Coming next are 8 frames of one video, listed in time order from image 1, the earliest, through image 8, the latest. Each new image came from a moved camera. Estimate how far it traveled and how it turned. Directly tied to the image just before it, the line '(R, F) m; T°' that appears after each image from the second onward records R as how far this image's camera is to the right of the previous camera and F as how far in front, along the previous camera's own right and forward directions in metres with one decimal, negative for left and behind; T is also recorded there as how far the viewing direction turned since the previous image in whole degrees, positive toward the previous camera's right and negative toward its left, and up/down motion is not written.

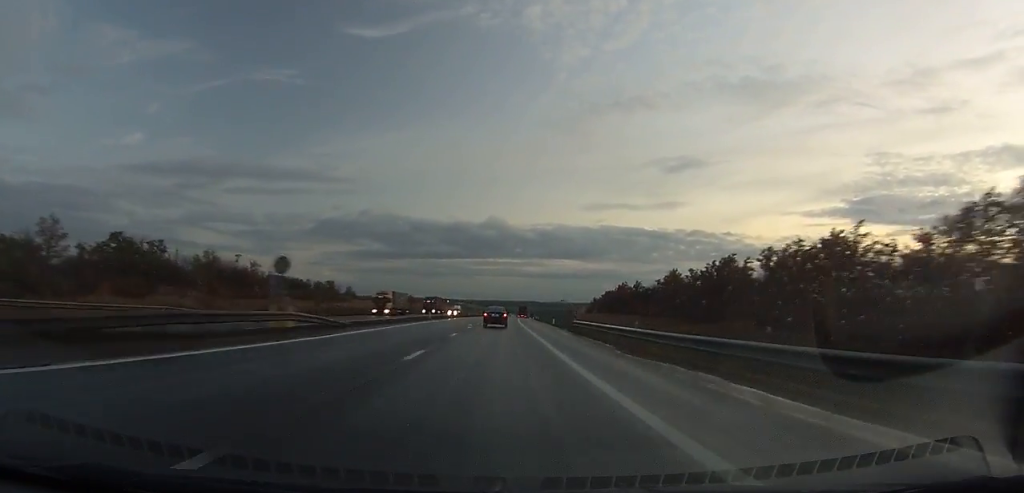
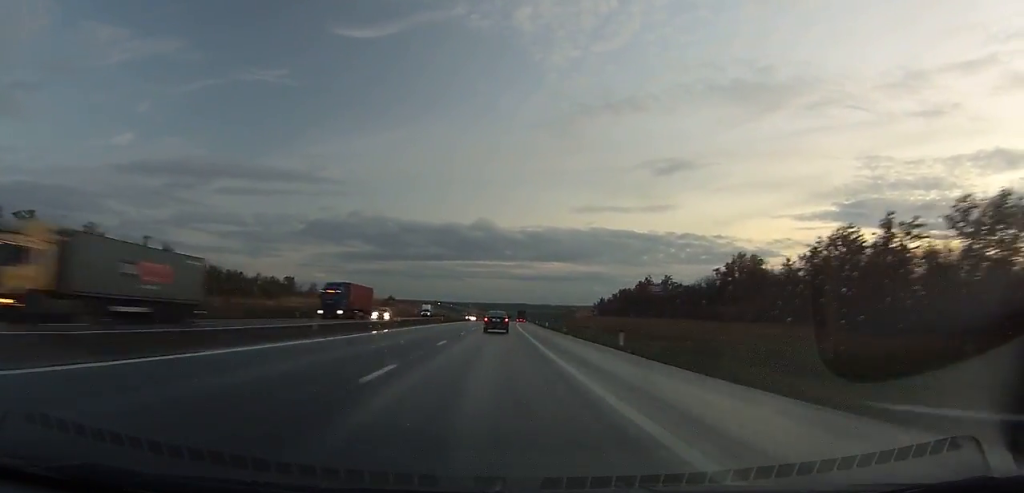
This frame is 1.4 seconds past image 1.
(+0.5, +39.8) m; +1°
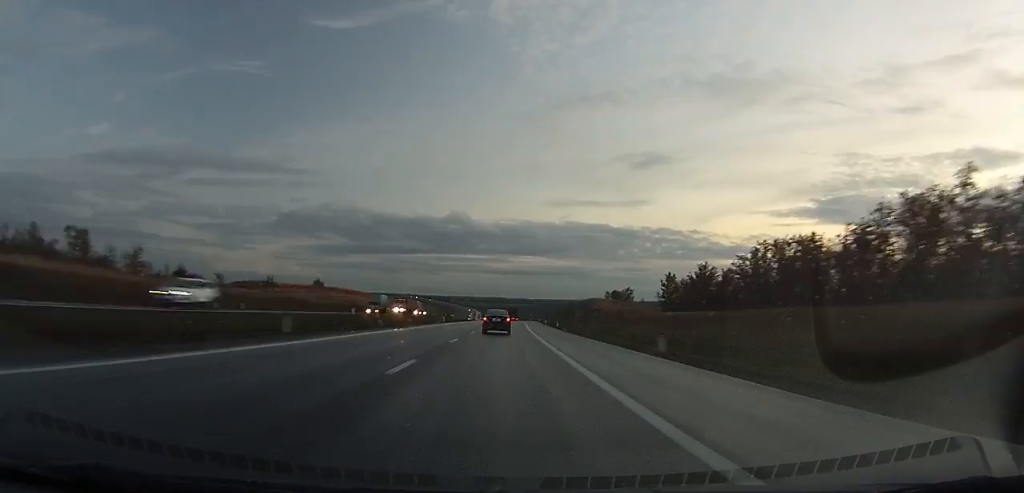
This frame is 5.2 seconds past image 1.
(+1.8, +105.6) m; +2°
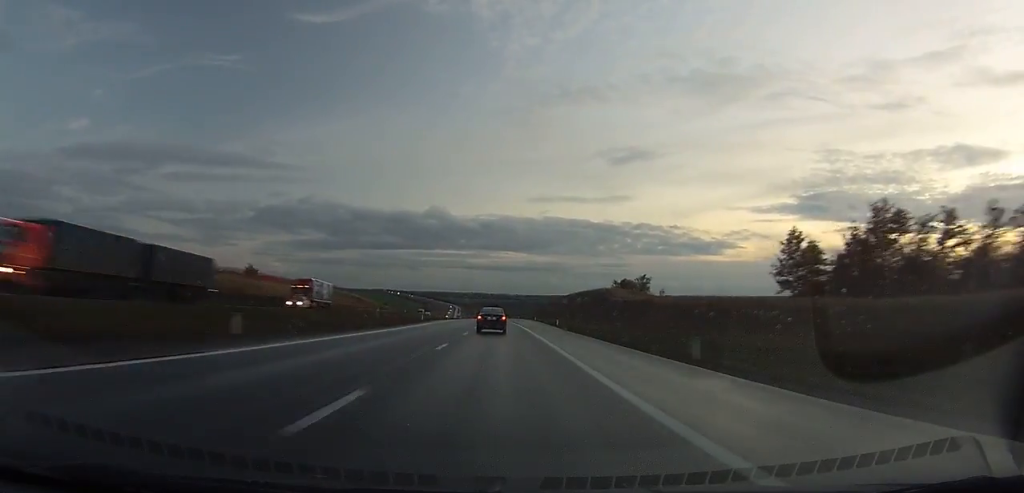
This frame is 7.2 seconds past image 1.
(+0.9, +56.9) m; +1°
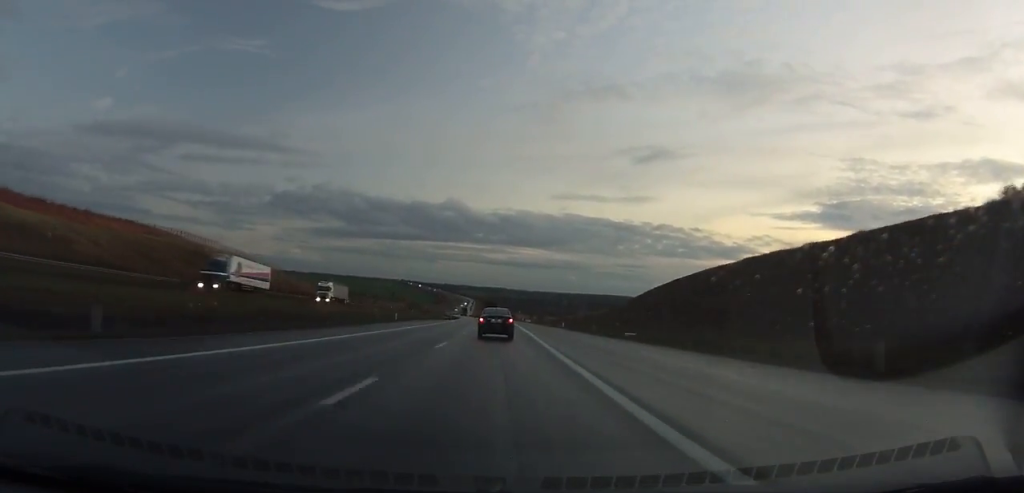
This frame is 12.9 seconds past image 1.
(+0.9, +165.3) m; 0°
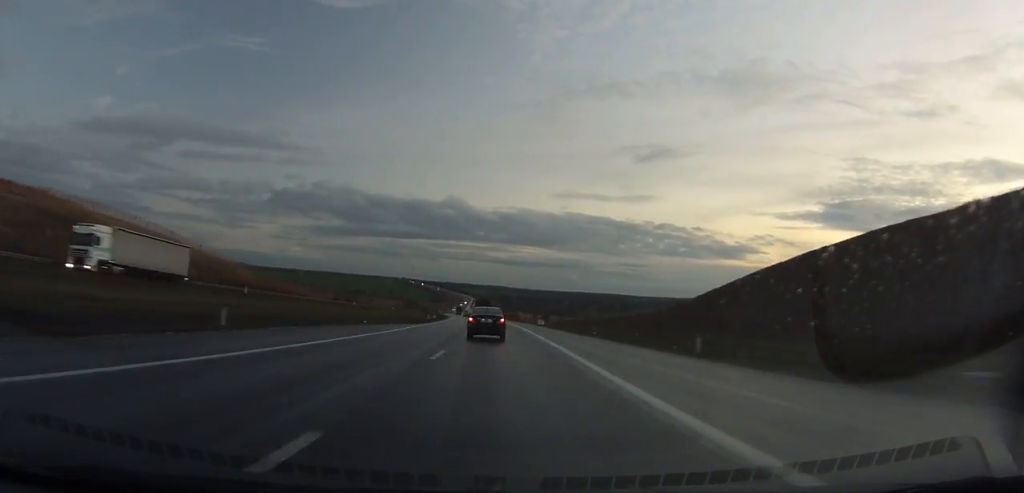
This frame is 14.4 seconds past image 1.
(-0.2, +42.5) m; -1°
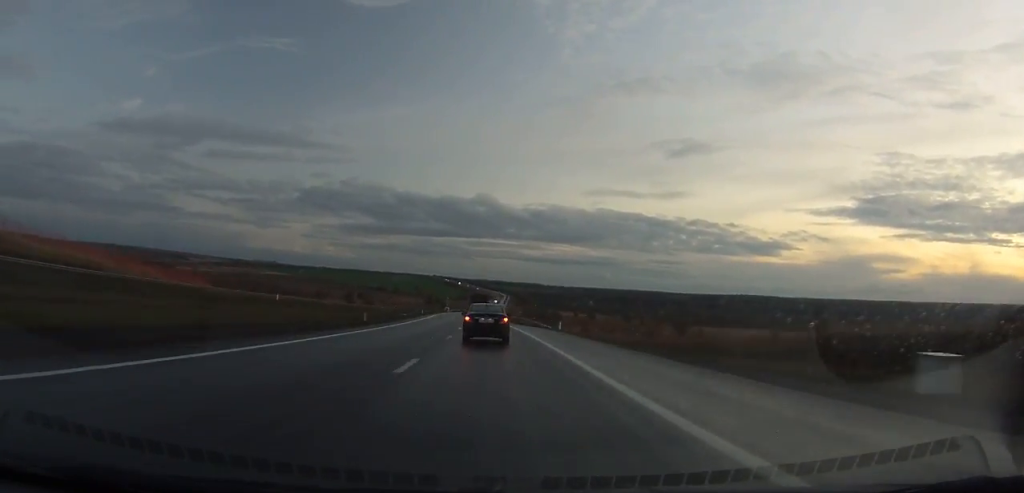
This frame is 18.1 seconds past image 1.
(-1.3, +99.5) m; -2°
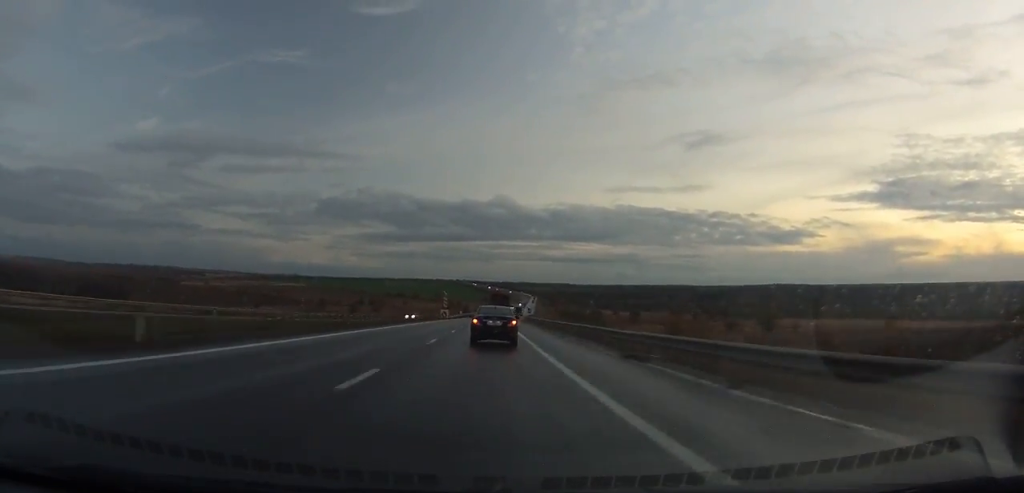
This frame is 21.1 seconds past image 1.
(-1.7, +76.9) m; -2°
